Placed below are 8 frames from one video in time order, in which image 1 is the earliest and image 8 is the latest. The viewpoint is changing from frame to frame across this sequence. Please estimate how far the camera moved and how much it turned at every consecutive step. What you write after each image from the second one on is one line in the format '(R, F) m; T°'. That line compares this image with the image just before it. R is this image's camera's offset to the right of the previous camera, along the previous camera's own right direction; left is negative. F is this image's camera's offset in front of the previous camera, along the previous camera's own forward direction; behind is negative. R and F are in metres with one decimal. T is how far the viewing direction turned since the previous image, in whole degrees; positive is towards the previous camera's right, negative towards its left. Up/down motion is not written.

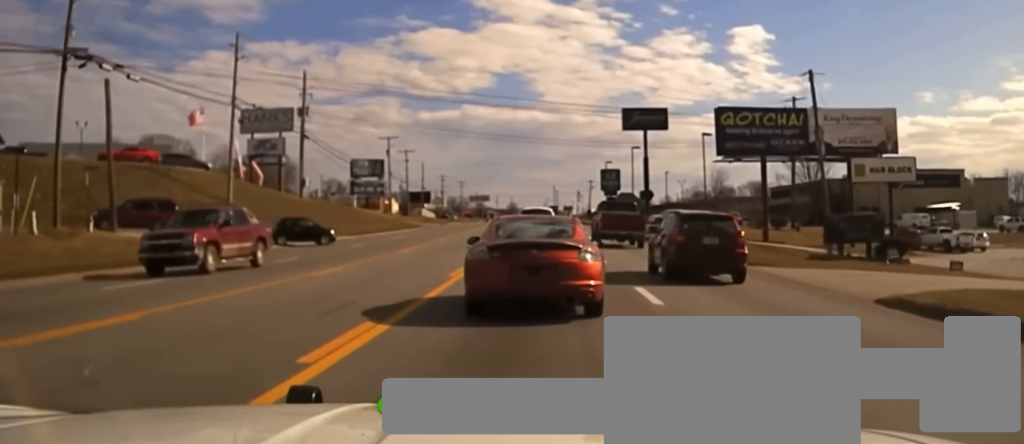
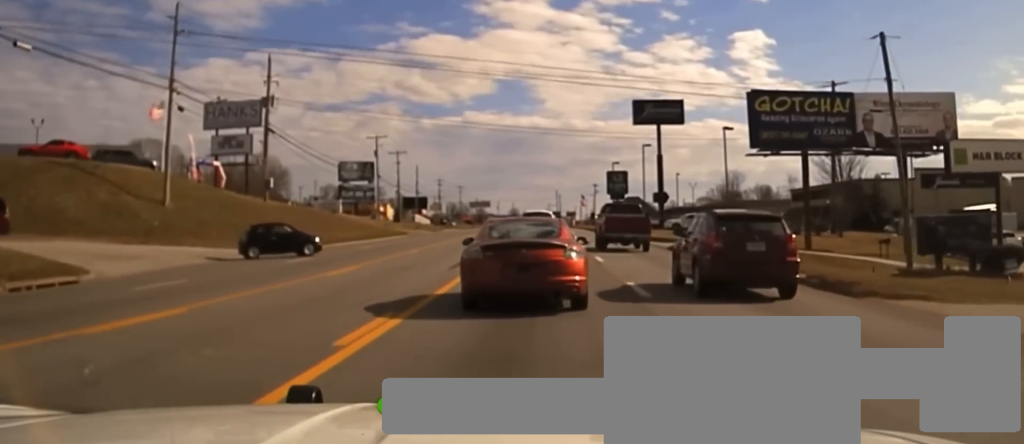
(-0.2, +11.6) m; +1°
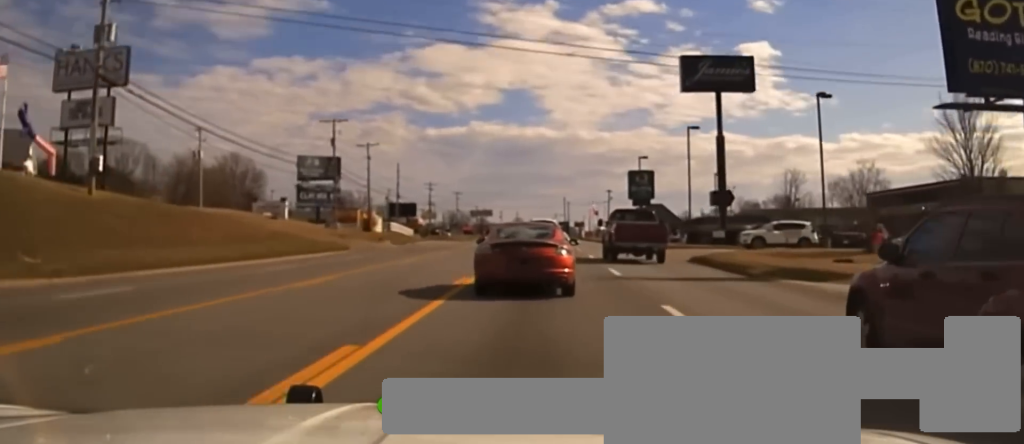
(+0.4, +28.6) m; 0°
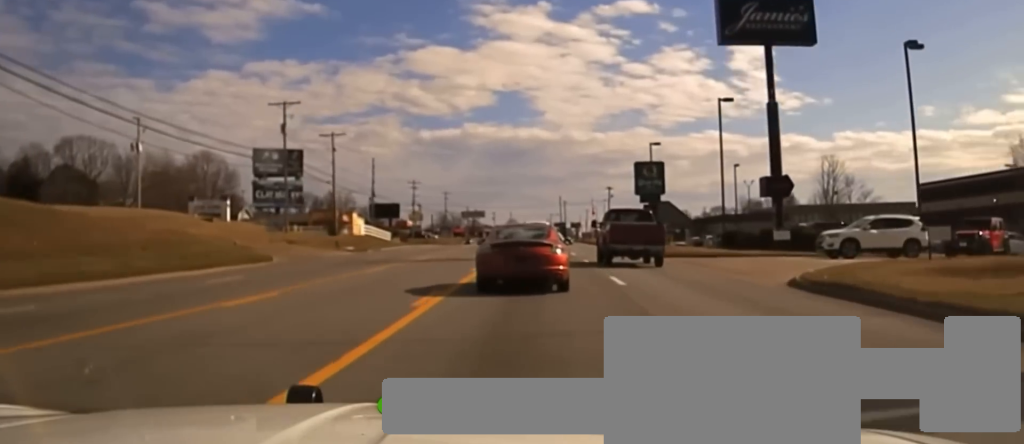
(-0.2, +15.7) m; -1°
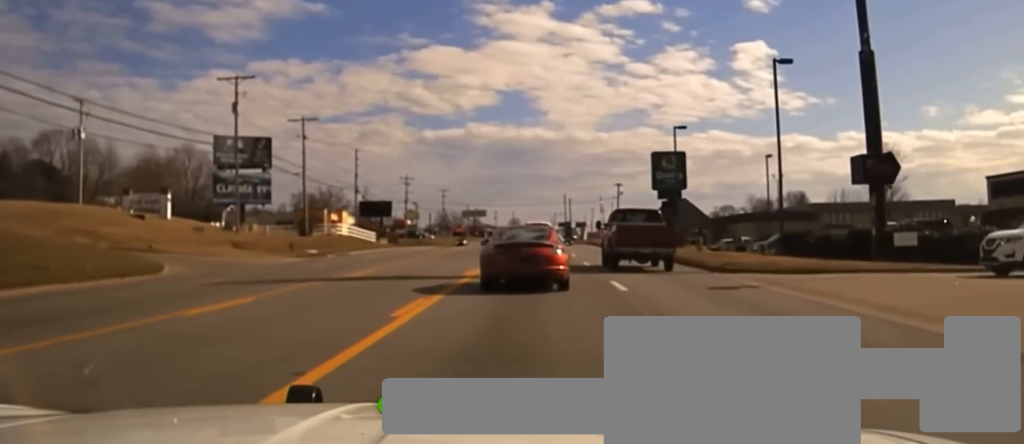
(0.0, +13.5) m; 0°
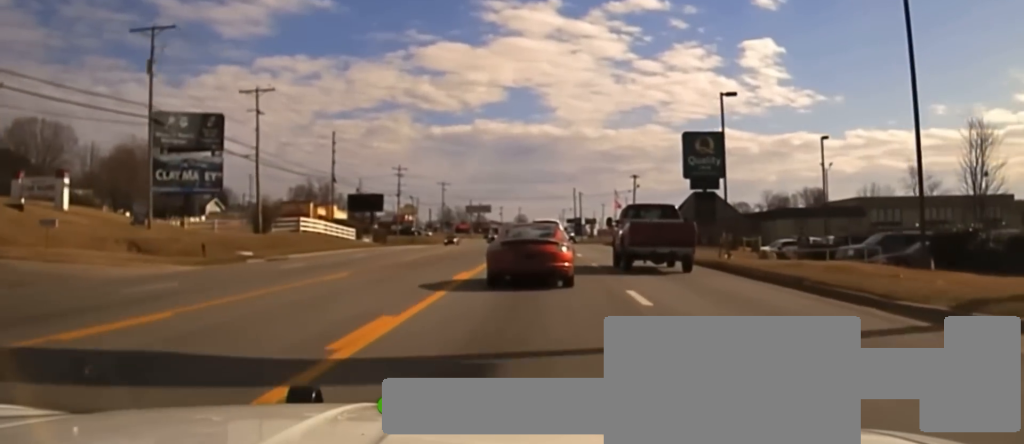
(0.0, +16.0) m; 0°
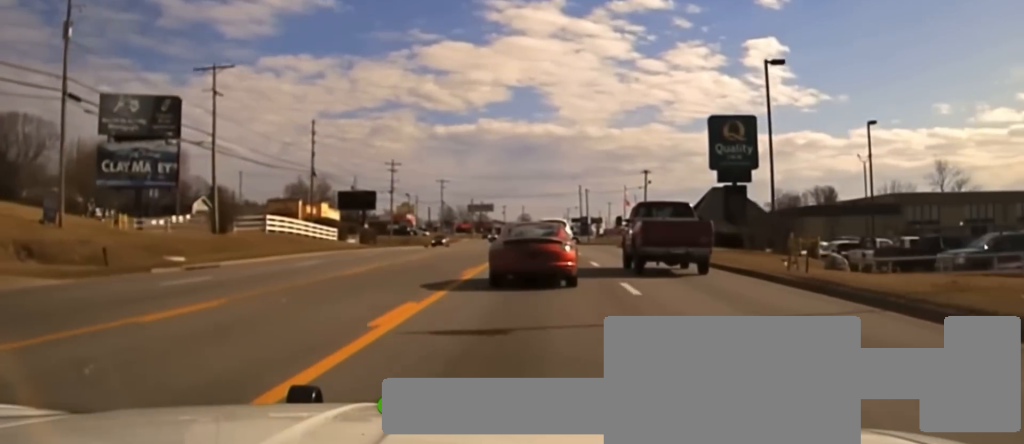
(0.0, +10.0) m; 0°
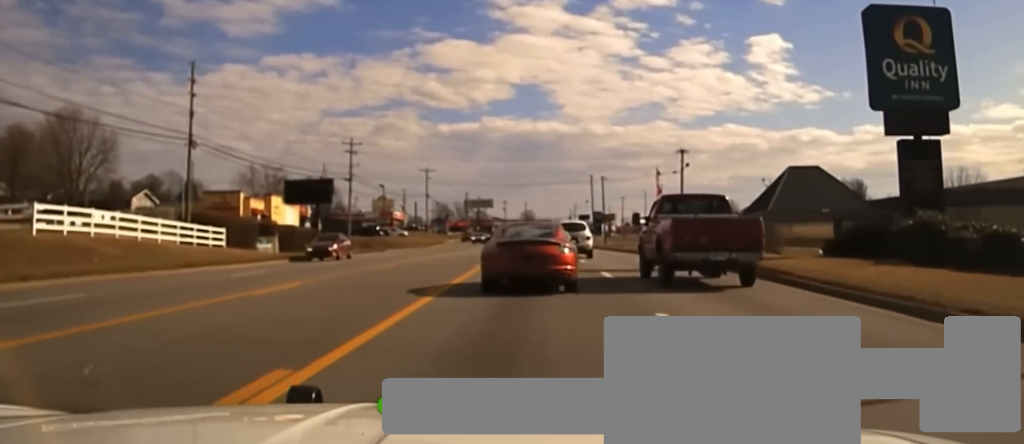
(+0.1, +32.9) m; 0°
